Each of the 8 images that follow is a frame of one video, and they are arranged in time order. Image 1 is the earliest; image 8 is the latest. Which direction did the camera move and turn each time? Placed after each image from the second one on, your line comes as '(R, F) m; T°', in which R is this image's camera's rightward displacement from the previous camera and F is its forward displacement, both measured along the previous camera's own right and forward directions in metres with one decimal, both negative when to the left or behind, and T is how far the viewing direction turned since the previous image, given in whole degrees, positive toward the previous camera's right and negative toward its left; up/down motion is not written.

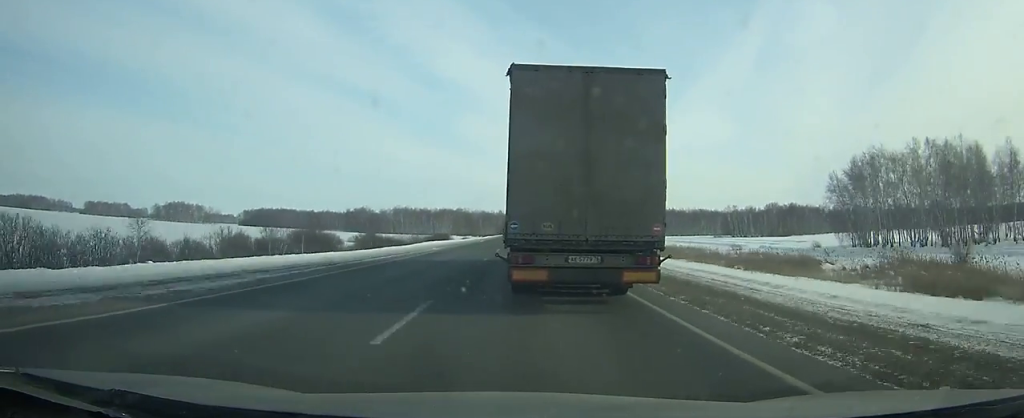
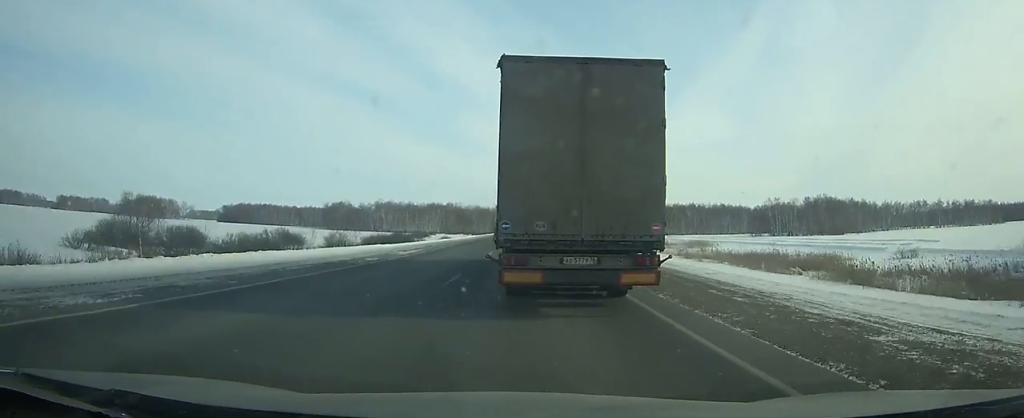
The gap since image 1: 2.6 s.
(+0.4, +58.2) m; +1°
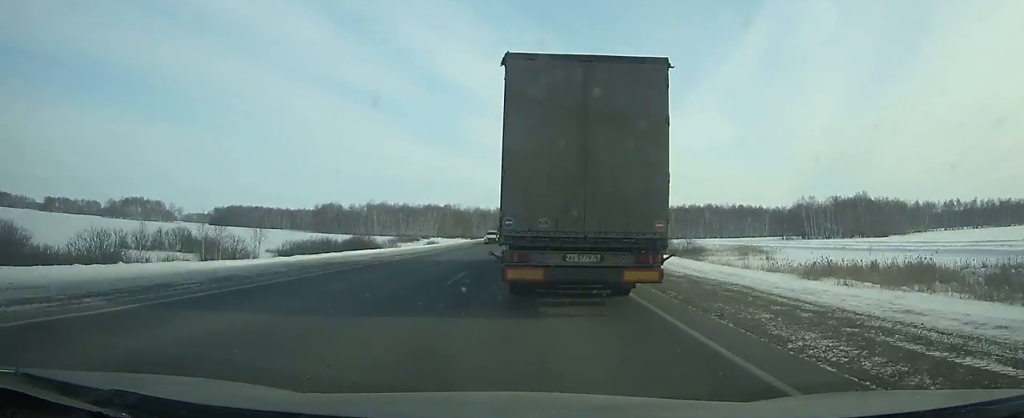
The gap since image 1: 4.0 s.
(0.0, +30.7) m; 0°
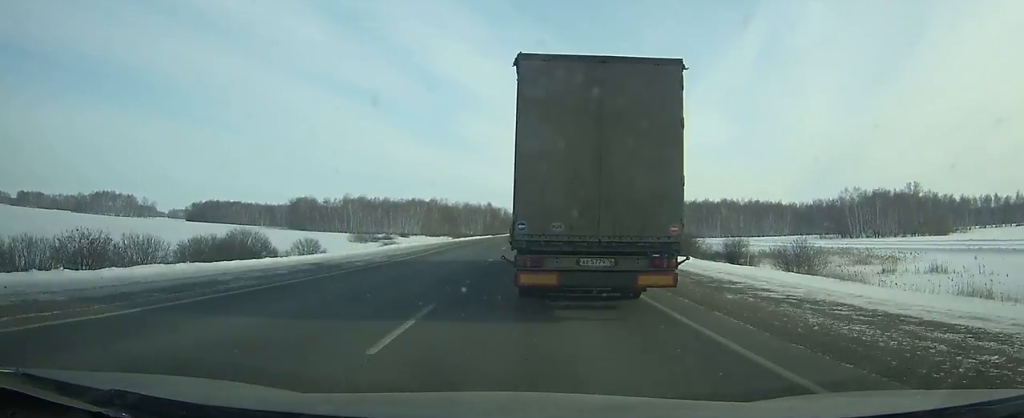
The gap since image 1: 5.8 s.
(0.0, +39.4) m; 0°
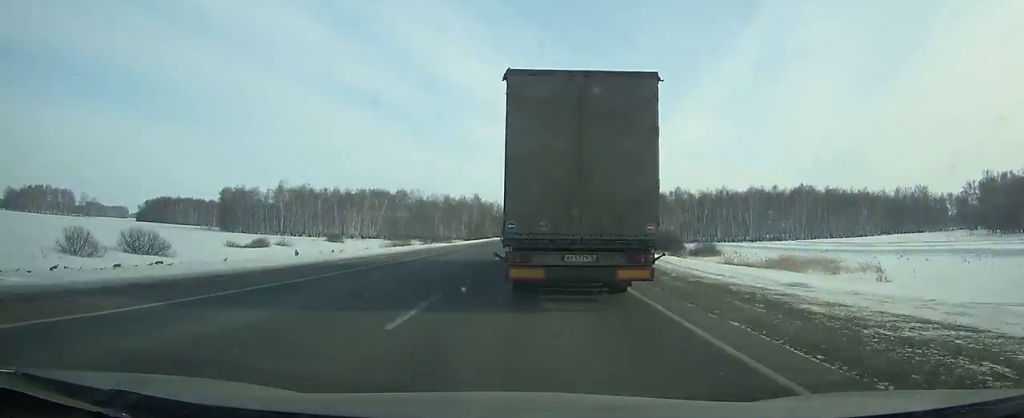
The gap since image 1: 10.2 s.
(+0.7, +95.7) m; +1°
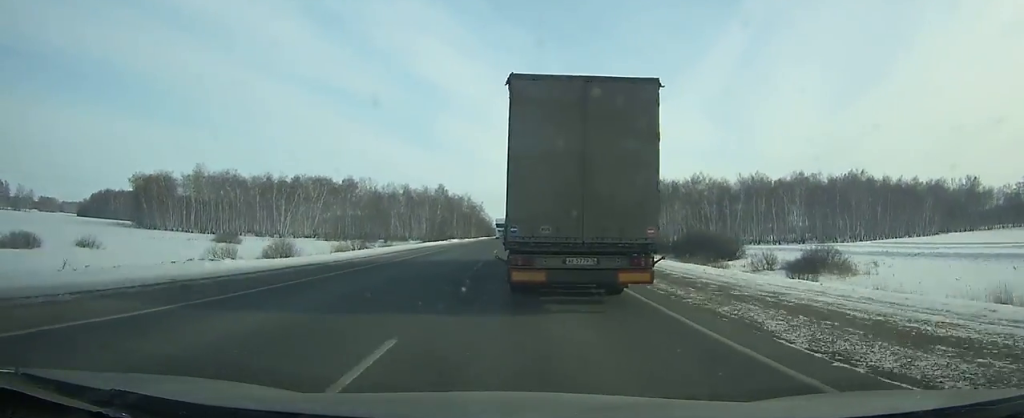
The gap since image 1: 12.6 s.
(+0.4, +53.0) m; 0°
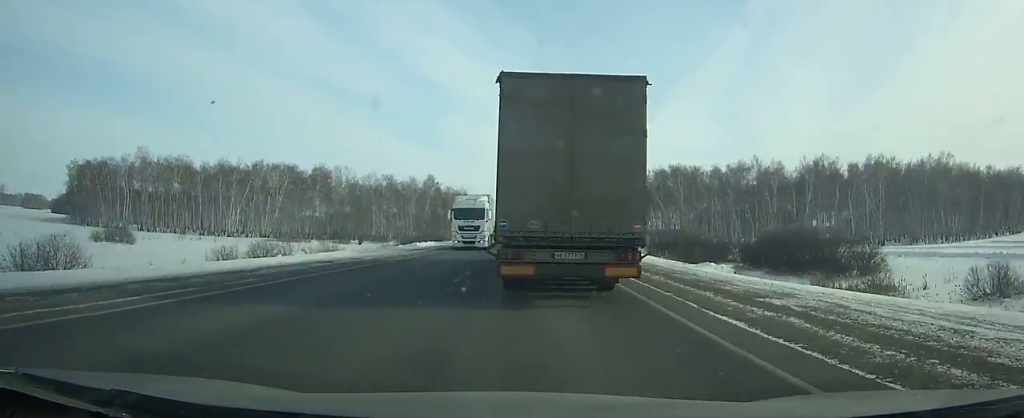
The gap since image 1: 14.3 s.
(+0.4, +38.0) m; 0°
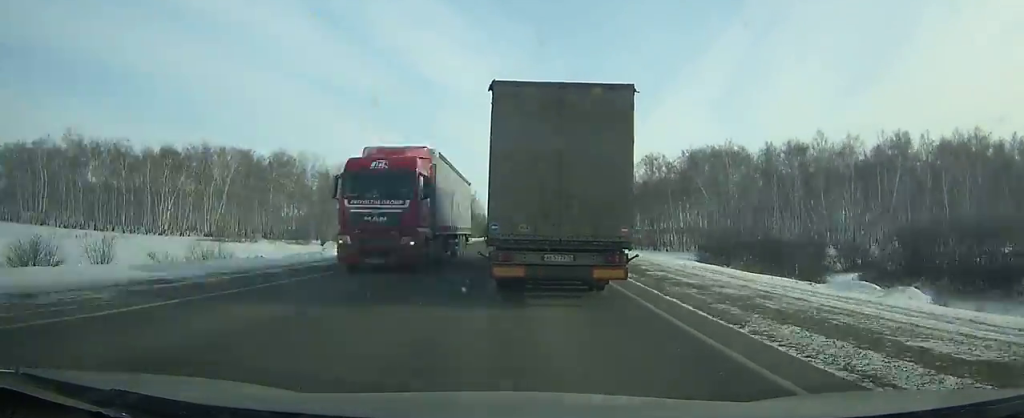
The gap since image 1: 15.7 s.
(-0.2, +32.9) m; 0°
